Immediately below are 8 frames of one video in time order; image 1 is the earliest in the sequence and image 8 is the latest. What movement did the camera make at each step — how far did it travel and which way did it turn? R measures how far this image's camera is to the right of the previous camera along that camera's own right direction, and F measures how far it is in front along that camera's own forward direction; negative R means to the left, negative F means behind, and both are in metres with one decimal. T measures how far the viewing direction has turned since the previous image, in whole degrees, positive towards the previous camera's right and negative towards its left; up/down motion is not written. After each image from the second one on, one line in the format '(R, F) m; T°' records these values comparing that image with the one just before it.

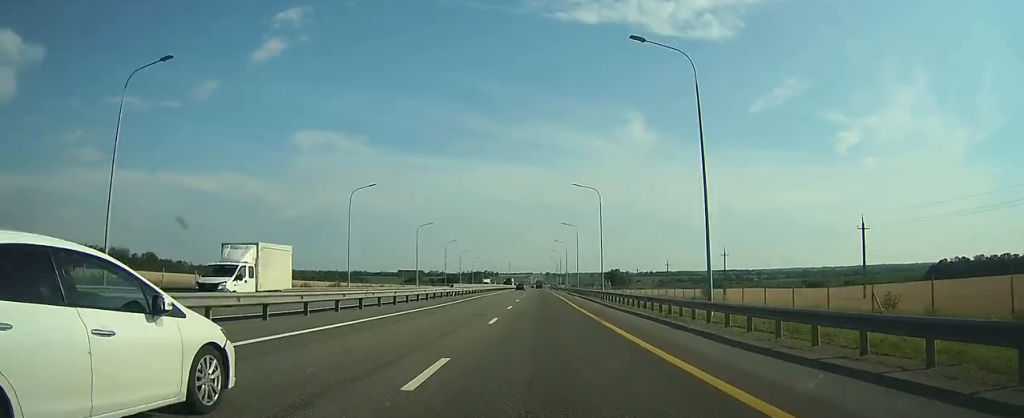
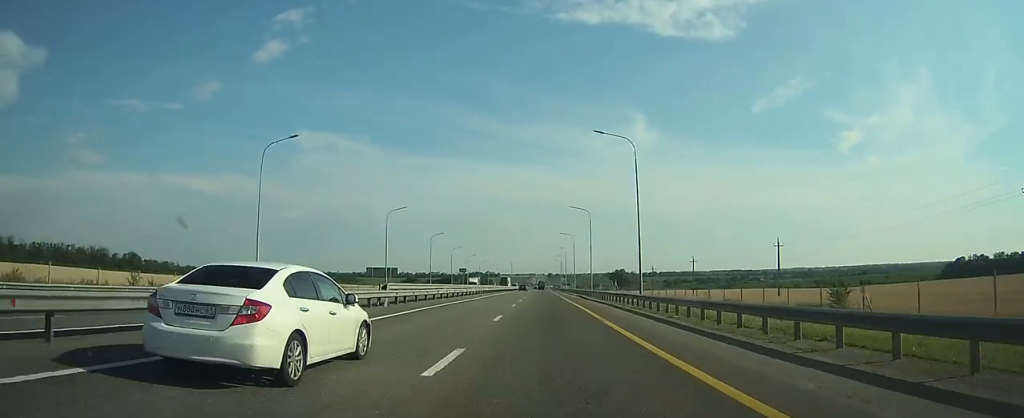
(0.0, +23.1) m; 0°
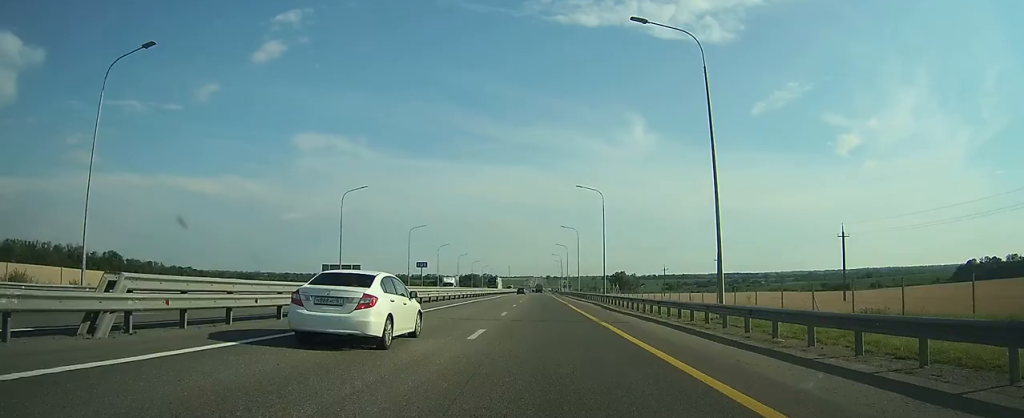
(0.0, +19.0) m; 0°
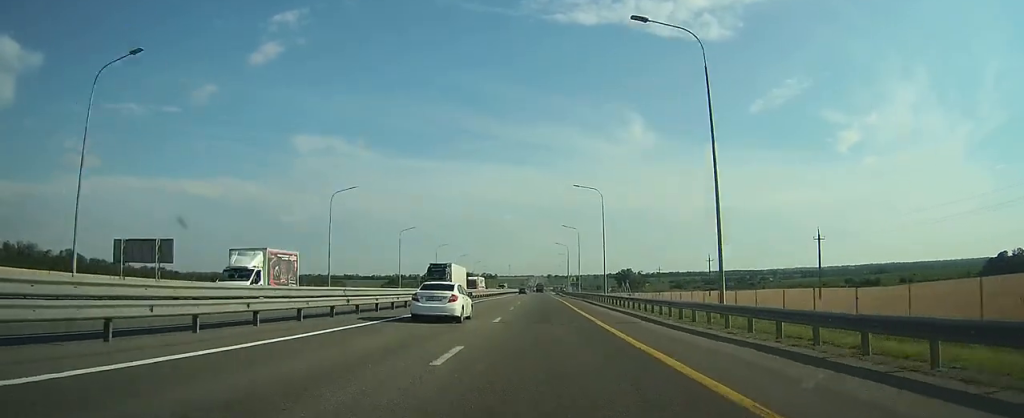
(-0.1, +40.6) m; 0°
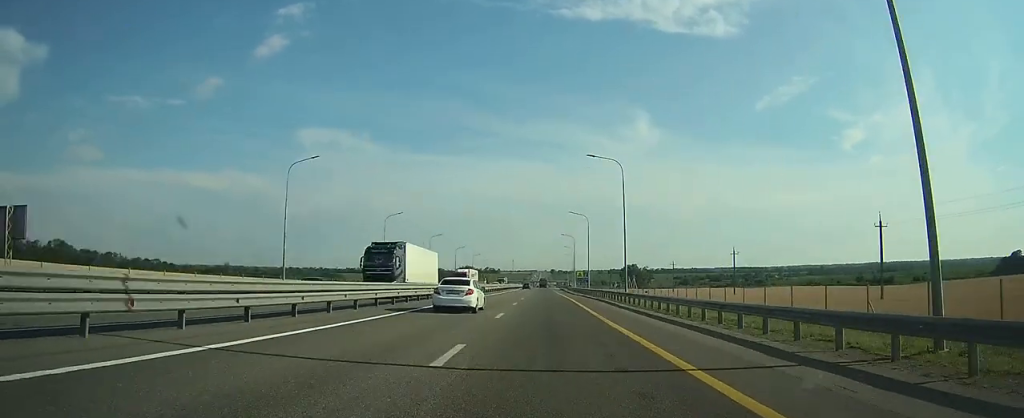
(0.0, +12.8) m; 0°
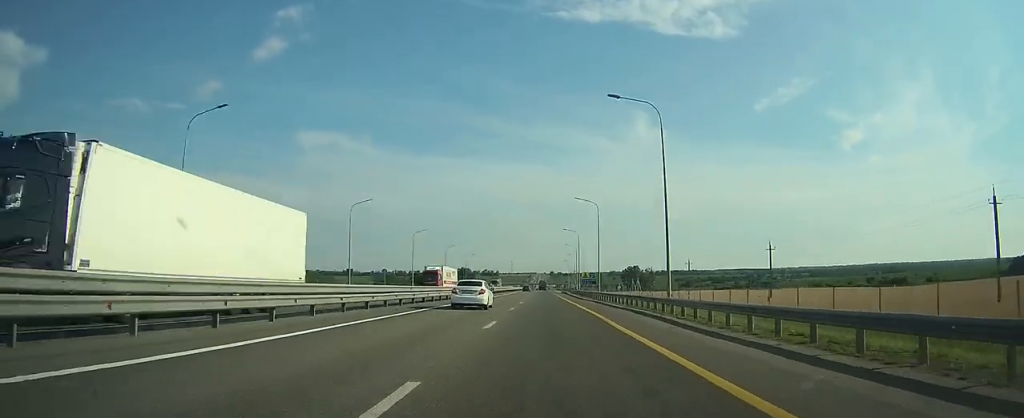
(0.0, +16.7) m; 0°
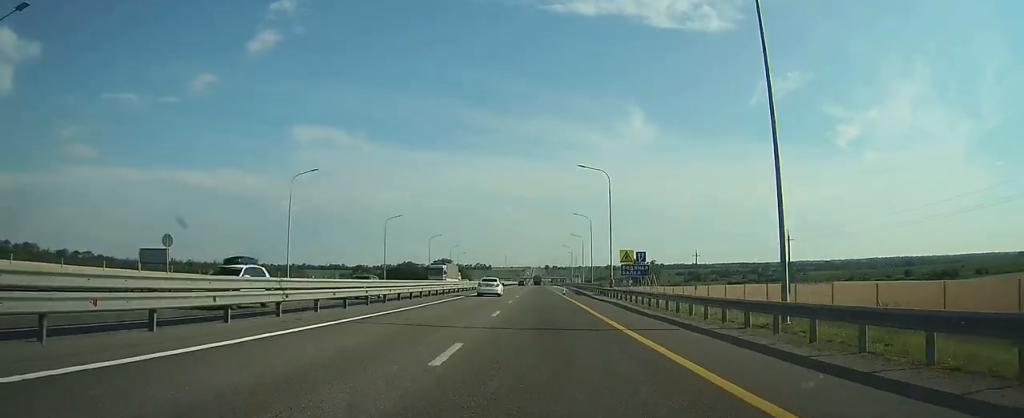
(+0.2, +56.5) m; 0°
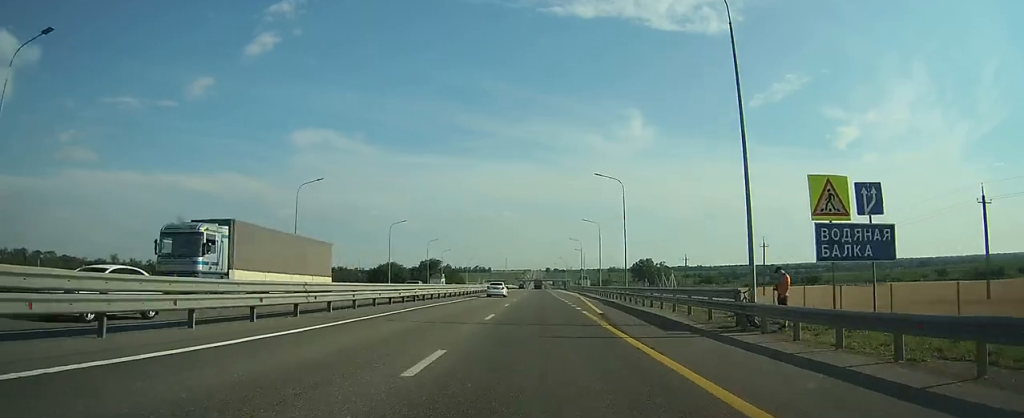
(+0.1, +37.5) m; 0°
